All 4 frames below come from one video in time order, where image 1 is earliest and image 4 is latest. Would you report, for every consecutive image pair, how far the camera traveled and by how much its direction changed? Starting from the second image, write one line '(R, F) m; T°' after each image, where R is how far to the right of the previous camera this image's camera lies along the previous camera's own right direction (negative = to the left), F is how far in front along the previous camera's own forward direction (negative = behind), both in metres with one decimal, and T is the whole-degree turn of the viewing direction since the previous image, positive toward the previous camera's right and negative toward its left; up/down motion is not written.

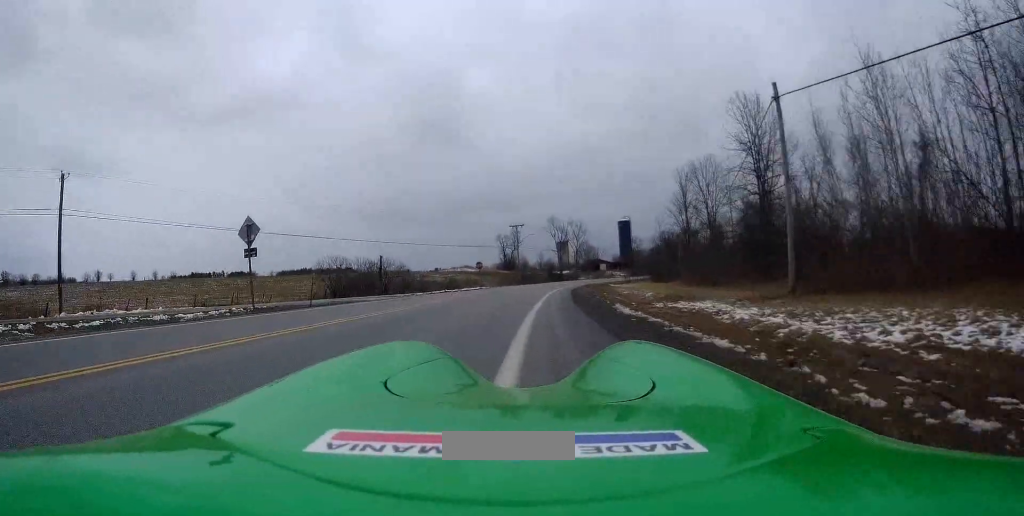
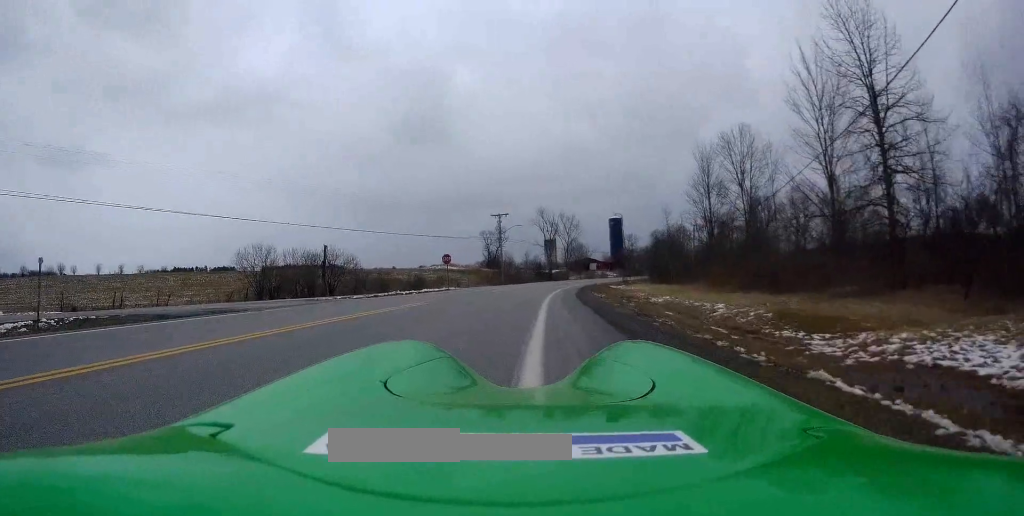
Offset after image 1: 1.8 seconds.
(-0.5, +13.9) m; -1°
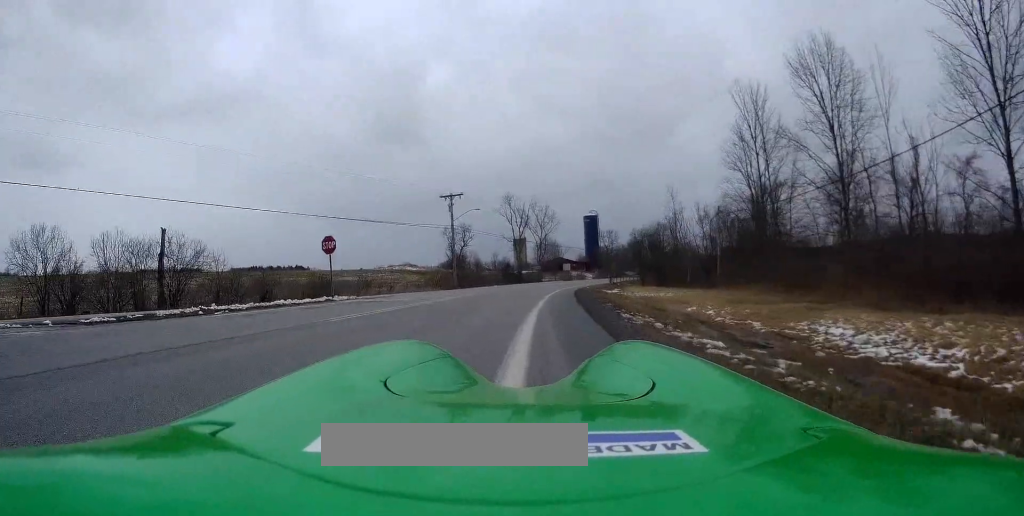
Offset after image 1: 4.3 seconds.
(+1.0, +20.4) m; +5°
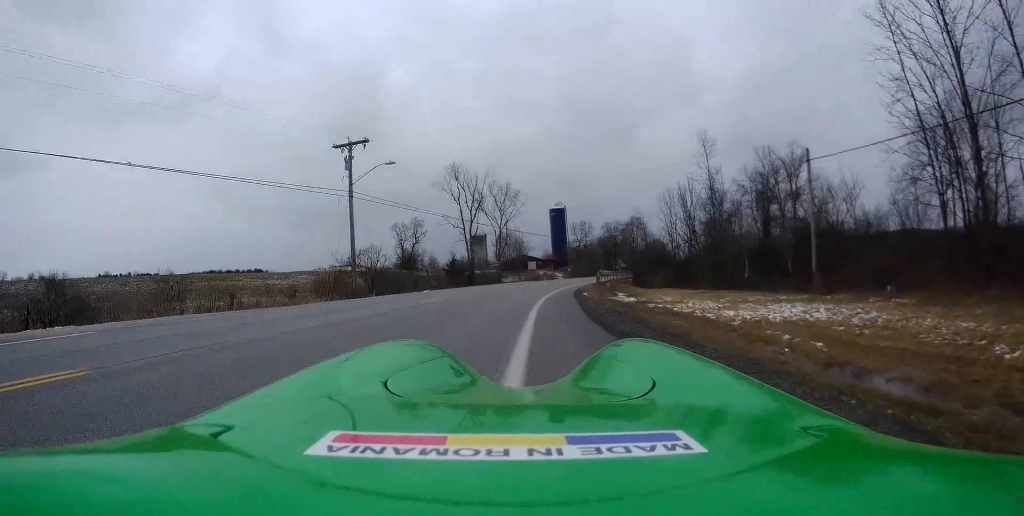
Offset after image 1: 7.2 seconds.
(+0.6, +22.8) m; +1°
